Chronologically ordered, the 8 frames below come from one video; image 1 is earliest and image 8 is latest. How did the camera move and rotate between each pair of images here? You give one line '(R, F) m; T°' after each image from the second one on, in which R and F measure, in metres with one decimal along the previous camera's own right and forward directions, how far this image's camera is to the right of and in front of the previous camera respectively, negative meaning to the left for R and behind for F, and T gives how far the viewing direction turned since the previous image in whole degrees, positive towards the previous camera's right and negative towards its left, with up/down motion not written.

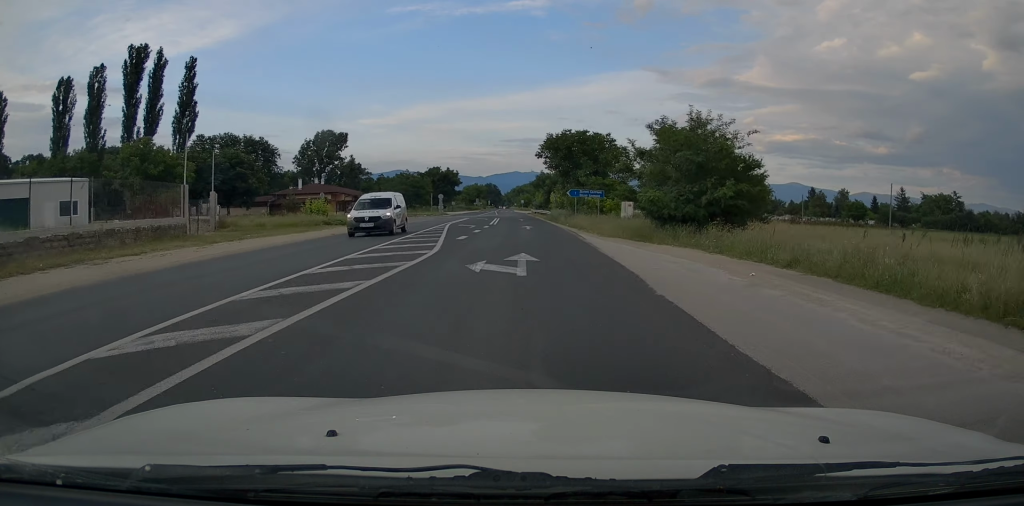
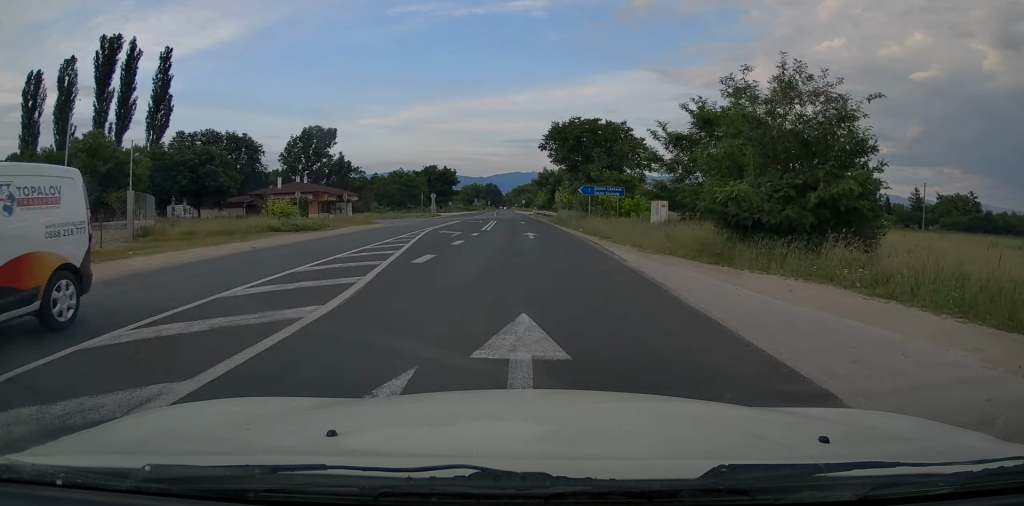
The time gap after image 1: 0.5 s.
(0.0, +8.3) m; 0°
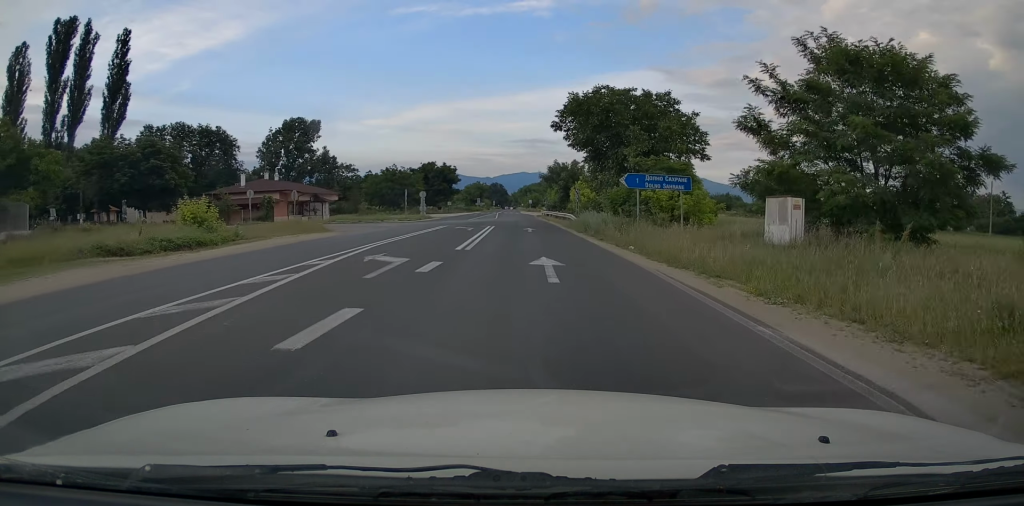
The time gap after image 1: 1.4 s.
(0.0, +13.0) m; 0°
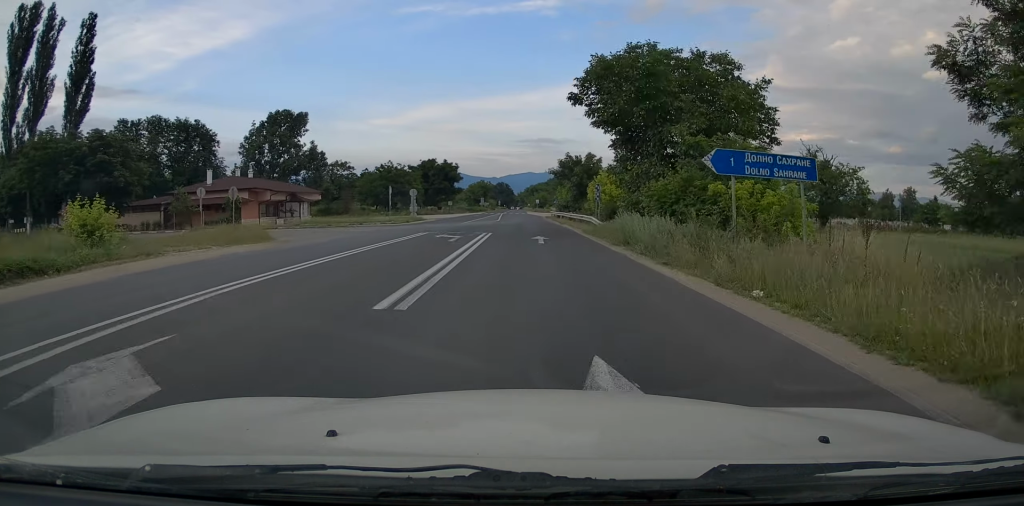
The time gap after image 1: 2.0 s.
(0.0, +9.4) m; 0°
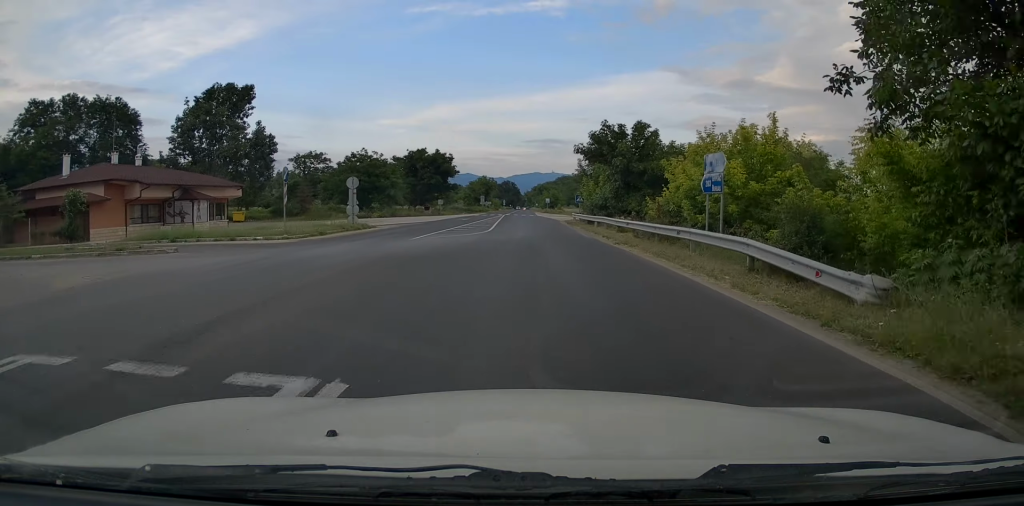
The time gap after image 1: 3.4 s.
(-0.3, +22.8) m; -1°
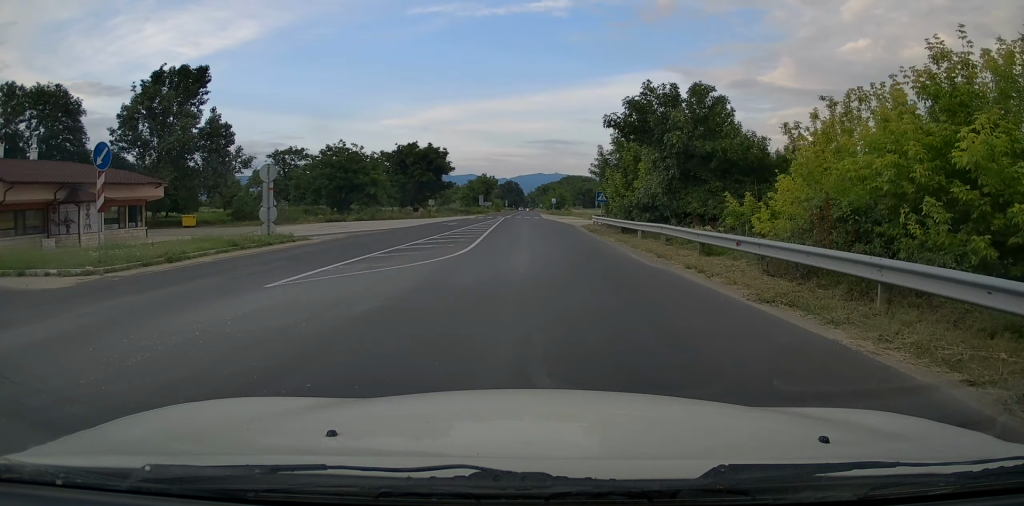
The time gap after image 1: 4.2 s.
(0.0, +12.3) m; 0°
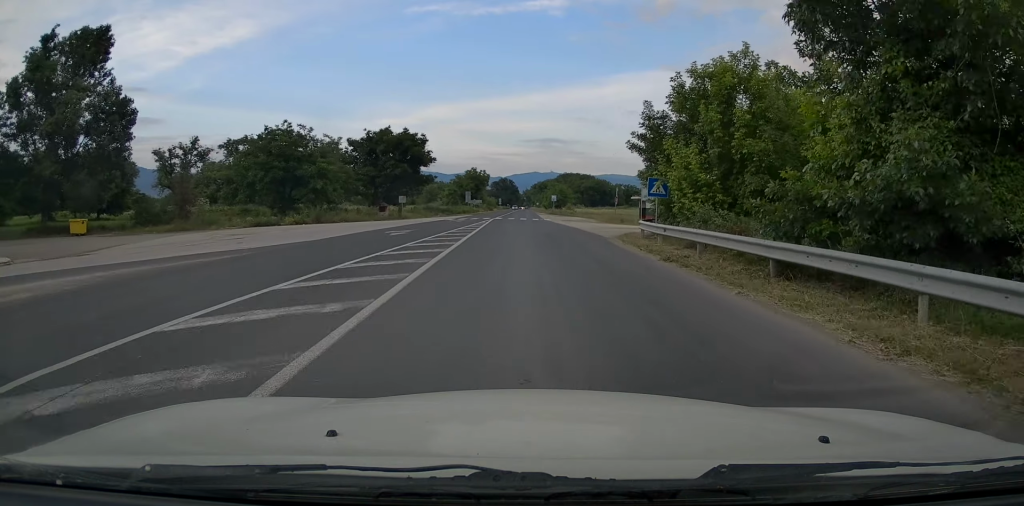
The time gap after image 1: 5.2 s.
(0.0, +16.8) m; 0°
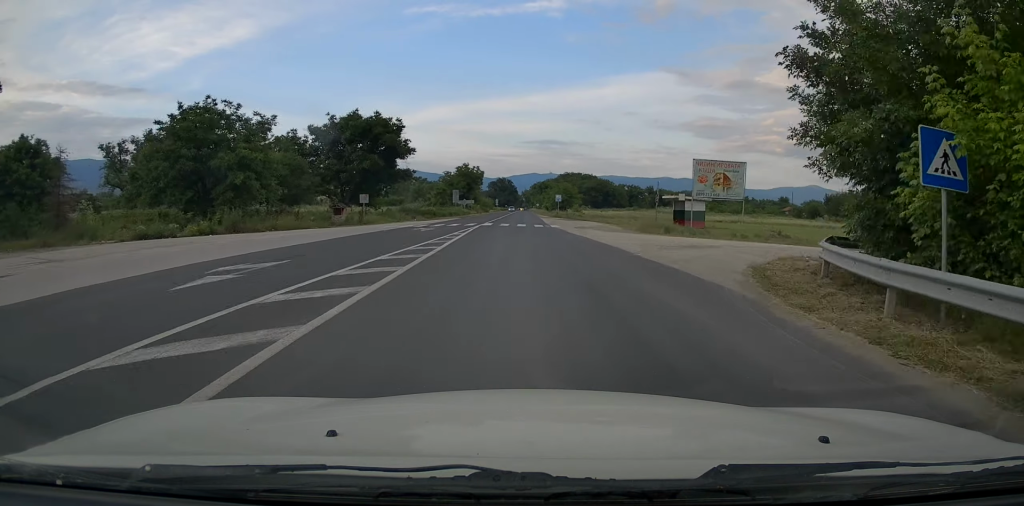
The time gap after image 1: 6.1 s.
(0.0, +15.4) m; 0°
